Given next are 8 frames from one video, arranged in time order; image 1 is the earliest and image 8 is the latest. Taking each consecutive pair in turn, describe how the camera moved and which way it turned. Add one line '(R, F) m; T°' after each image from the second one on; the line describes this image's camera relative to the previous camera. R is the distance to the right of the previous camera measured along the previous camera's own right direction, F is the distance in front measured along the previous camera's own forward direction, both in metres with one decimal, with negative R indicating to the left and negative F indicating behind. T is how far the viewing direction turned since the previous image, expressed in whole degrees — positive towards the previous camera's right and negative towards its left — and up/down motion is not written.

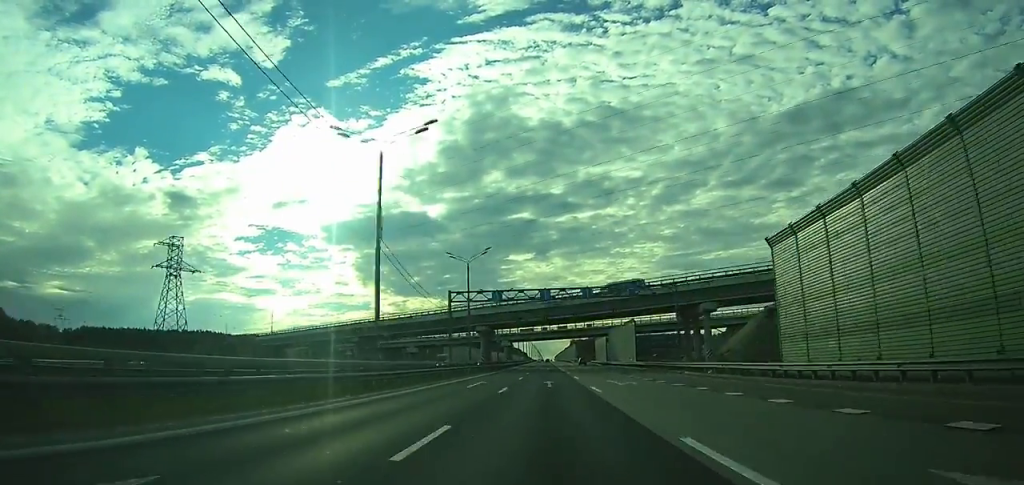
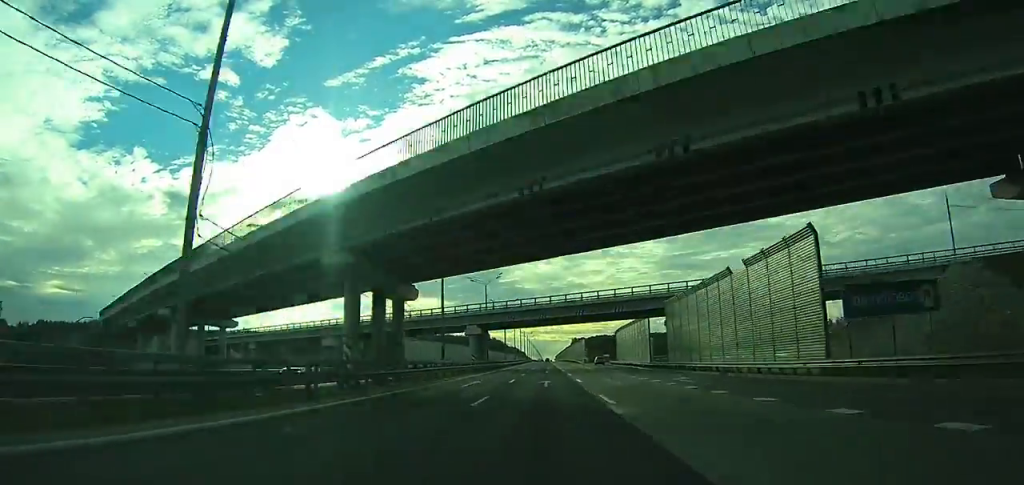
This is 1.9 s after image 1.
(-0.2, +56.6) m; 0°
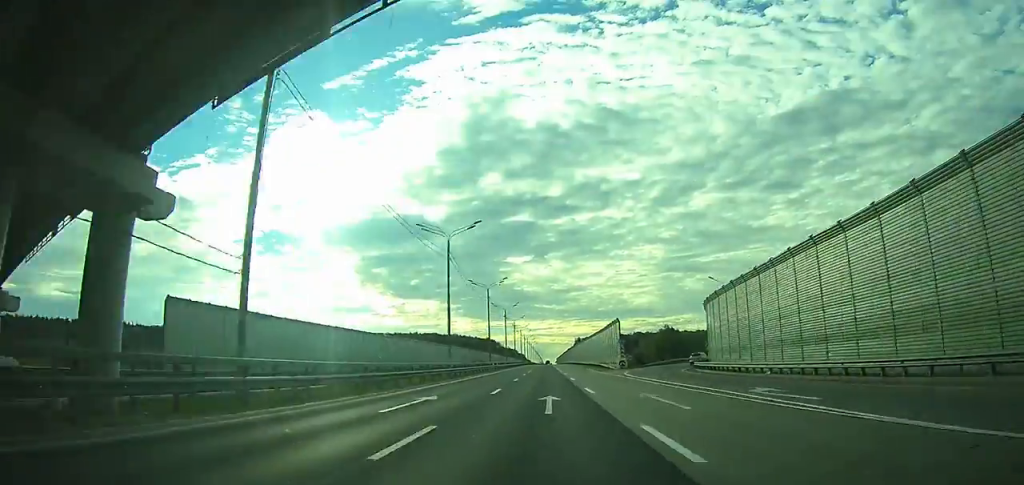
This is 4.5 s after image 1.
(+0.2, +71.8) m; 0°
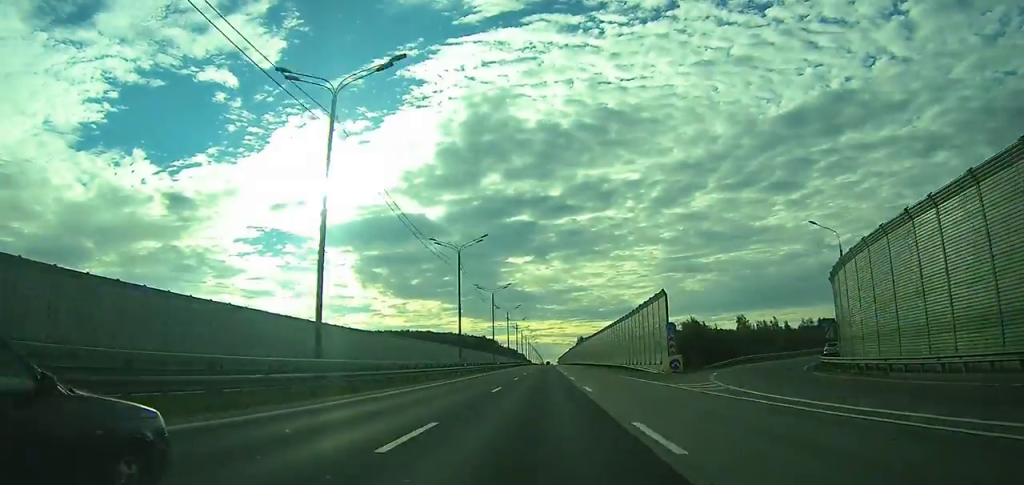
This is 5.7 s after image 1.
(-0.1, +29.0) m; 0°
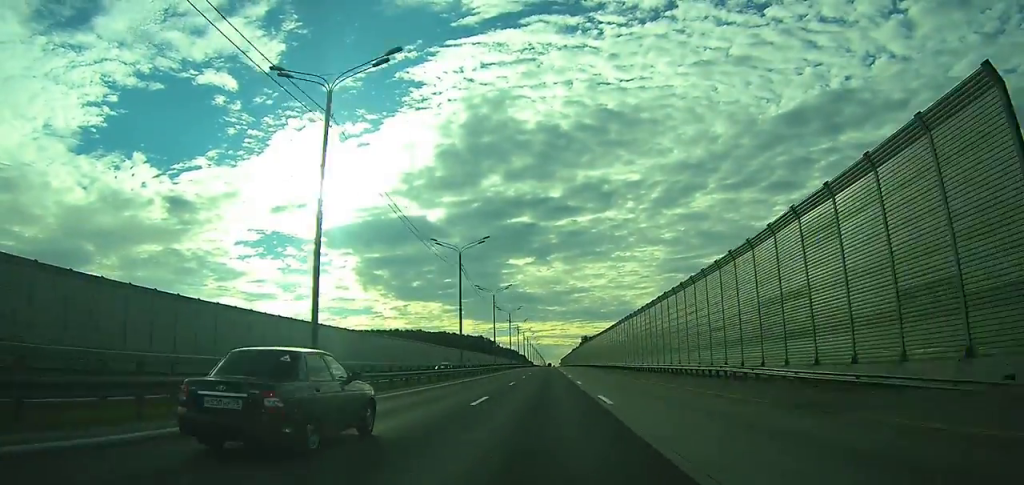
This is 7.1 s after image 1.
(-0.1, +35.1) m; 0°
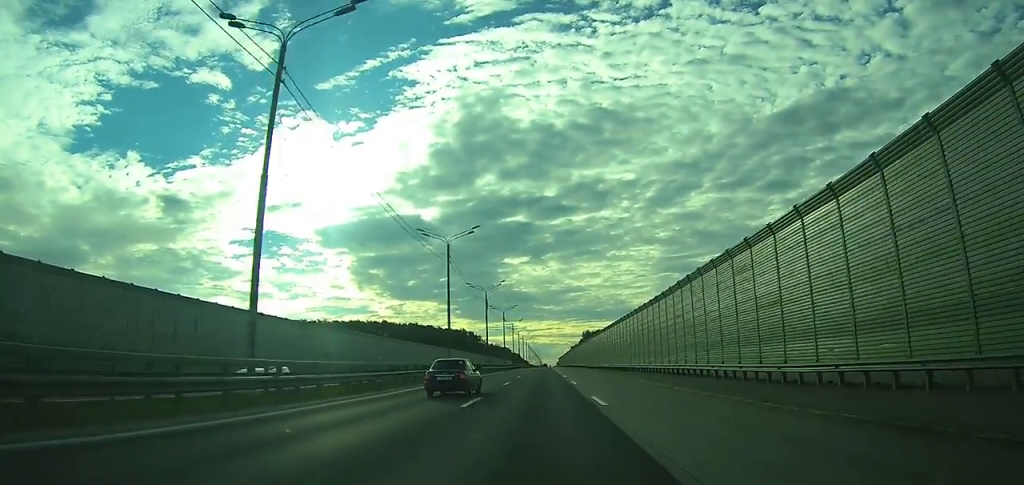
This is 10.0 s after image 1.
(+0.1, +76.4) m; 0°
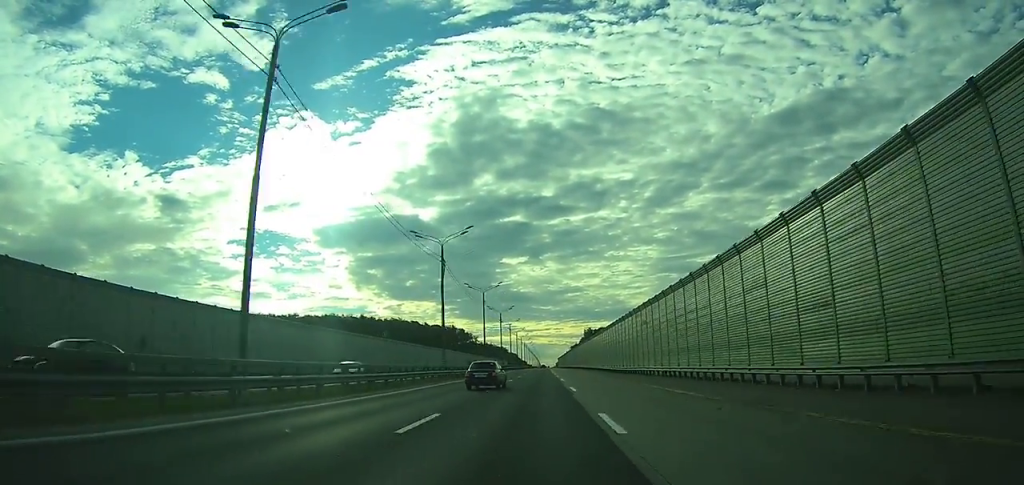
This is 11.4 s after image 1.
(0.0, +40.4) m; 0°
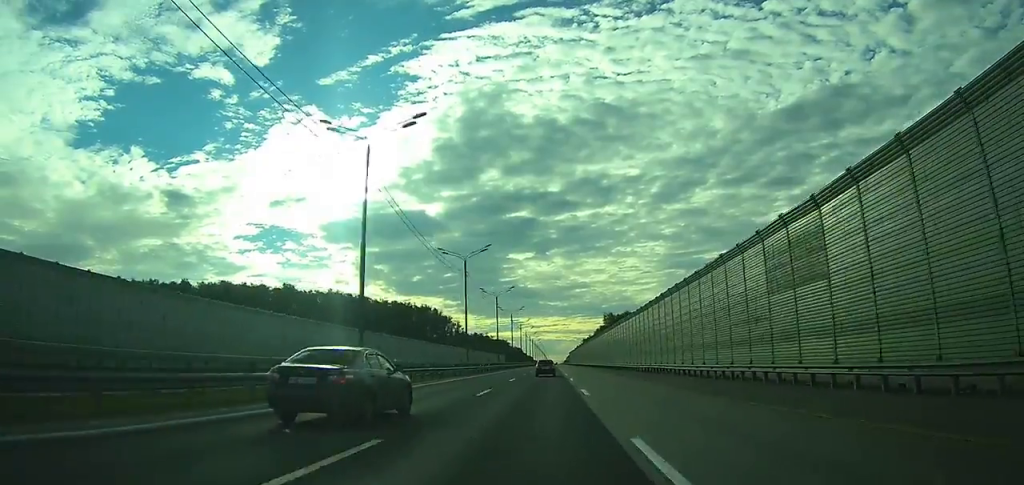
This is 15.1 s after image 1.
(-0.4, +106.3) m; 0°
